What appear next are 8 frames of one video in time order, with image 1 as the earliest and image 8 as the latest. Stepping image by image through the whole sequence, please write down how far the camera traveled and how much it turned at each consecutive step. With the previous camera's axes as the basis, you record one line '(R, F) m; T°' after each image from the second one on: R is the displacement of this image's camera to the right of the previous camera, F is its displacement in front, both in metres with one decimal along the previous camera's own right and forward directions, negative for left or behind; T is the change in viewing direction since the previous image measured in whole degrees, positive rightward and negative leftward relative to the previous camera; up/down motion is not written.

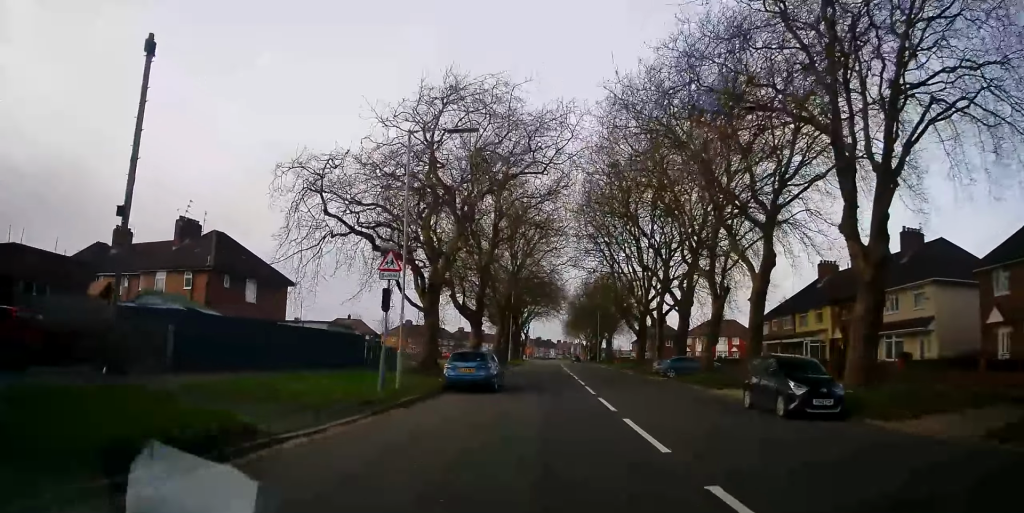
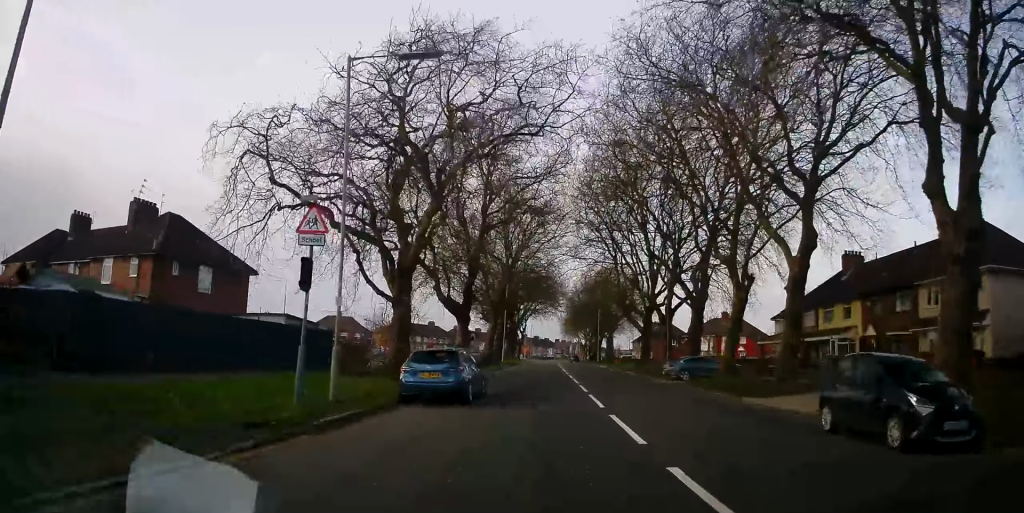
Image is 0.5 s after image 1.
(+0.1, +5.1) m; +1°
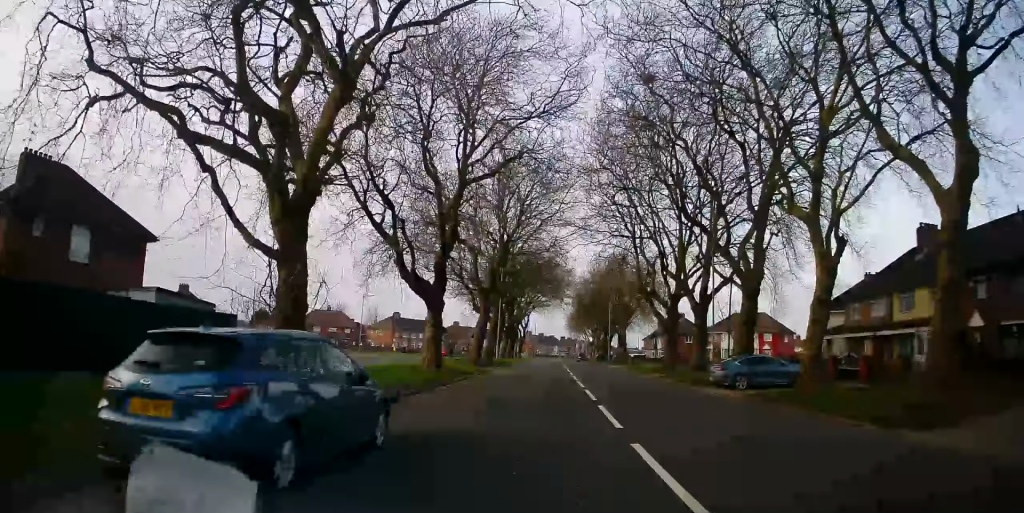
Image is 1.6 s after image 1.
(-0.1, +10.4) m; -1°
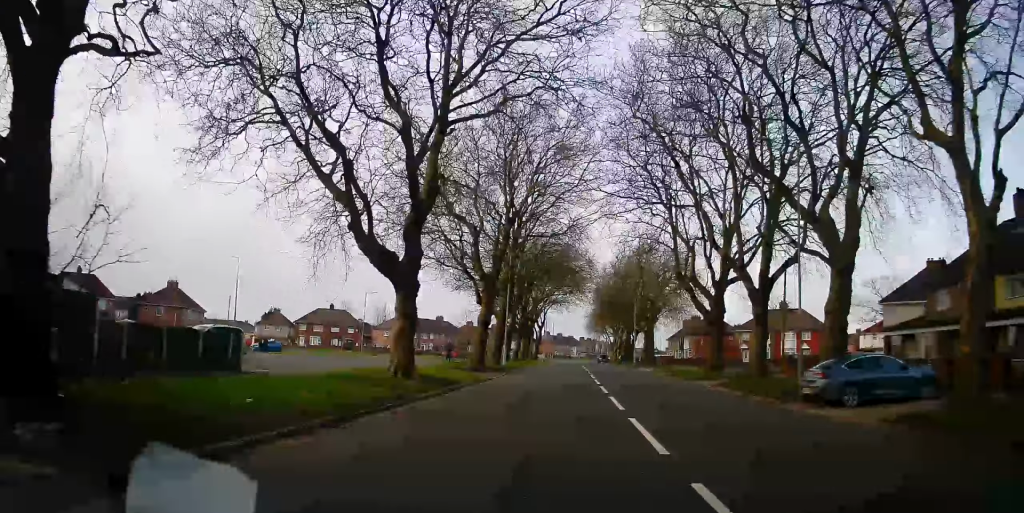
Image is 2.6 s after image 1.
(0.0, +8.6) m; 0°
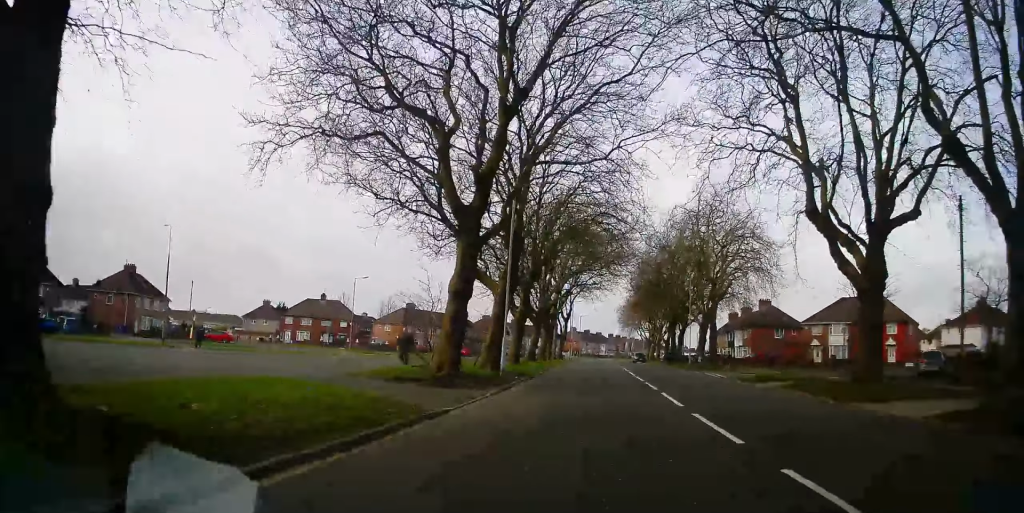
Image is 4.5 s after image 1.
(-0.8, +17.3) m; -6°
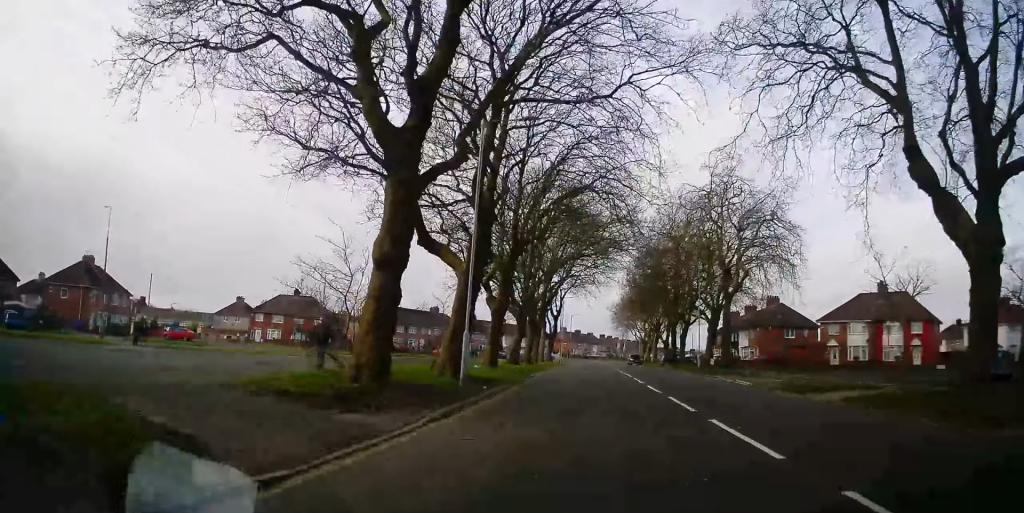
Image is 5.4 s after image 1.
(-0.1, +7.0) m; -1°
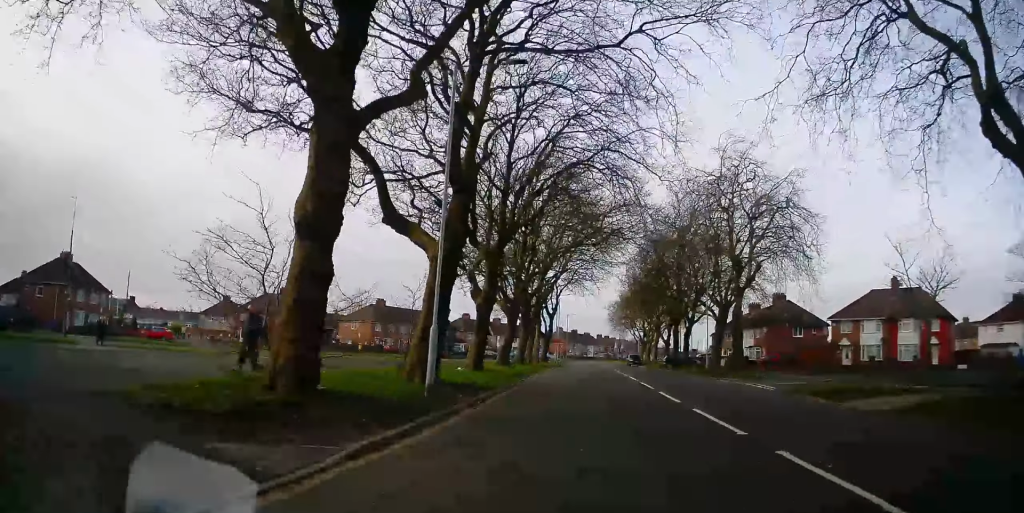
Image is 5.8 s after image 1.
(0.0, +3.6) m; 0°
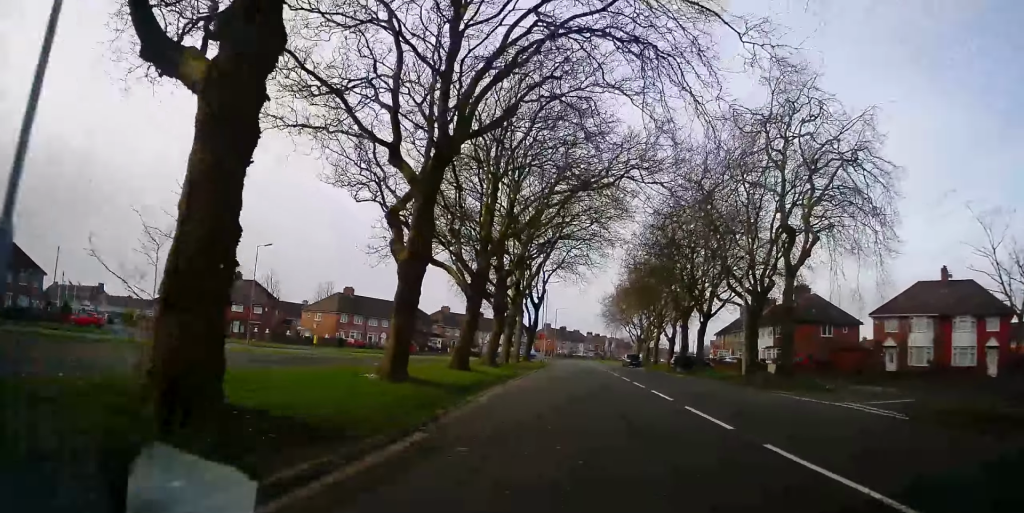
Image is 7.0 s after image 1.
(0.0, +10.1) m; +1°
